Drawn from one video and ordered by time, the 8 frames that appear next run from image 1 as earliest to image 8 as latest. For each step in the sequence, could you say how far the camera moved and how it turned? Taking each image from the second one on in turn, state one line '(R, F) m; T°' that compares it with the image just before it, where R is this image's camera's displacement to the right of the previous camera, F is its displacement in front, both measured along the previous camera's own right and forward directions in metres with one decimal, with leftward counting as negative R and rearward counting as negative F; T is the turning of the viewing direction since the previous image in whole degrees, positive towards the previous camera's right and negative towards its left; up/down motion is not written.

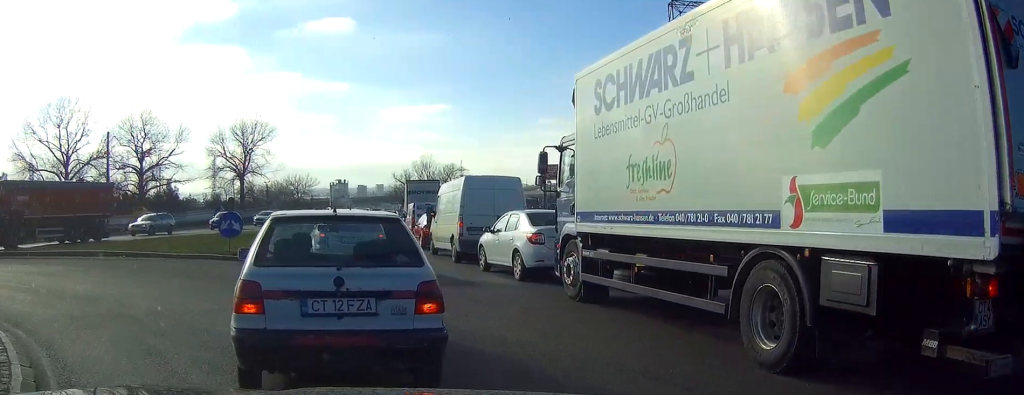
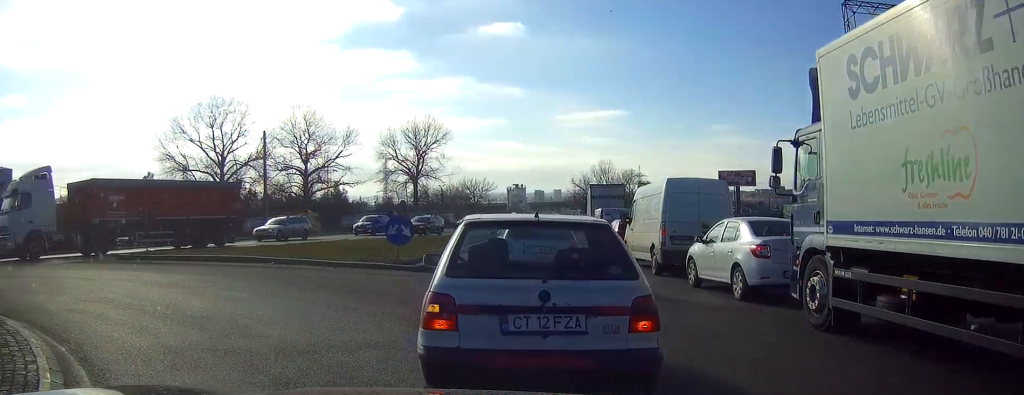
(0.0, +2.4) m; -8°
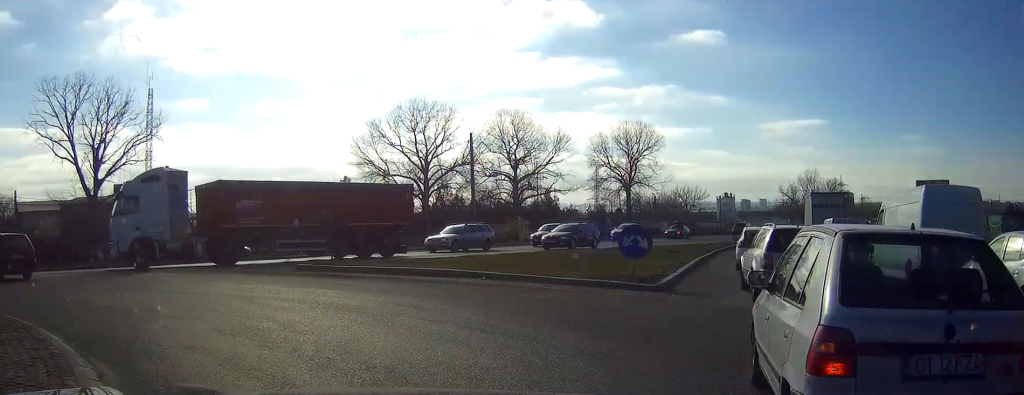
(-0.5, +3.0) m; -16°
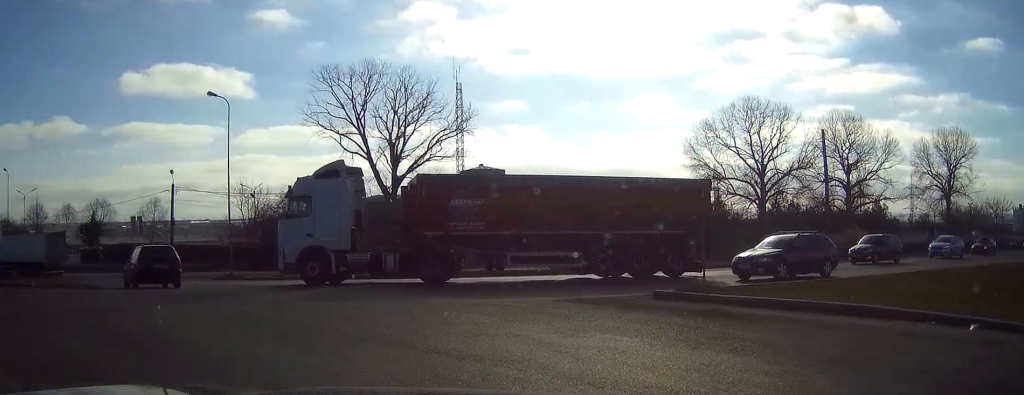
(-1.6, +6.2) m; -28°
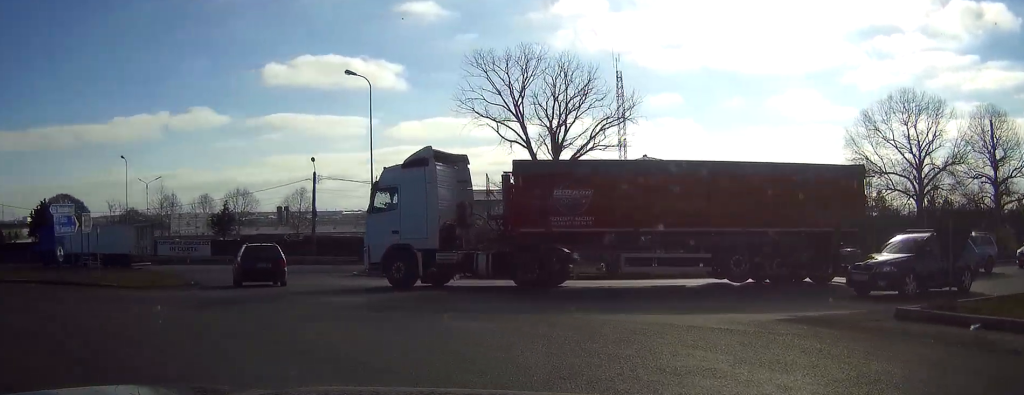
(-0.4, +3.7) m; -10°
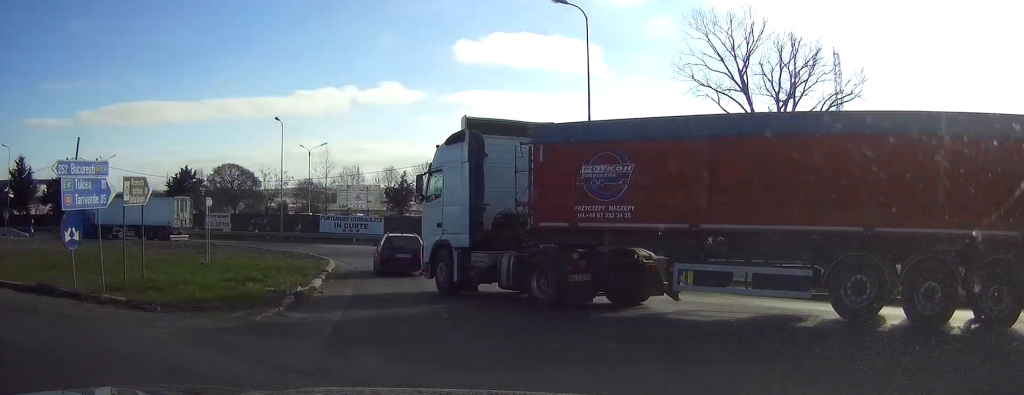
(-1.2, +9.5) m; -12°
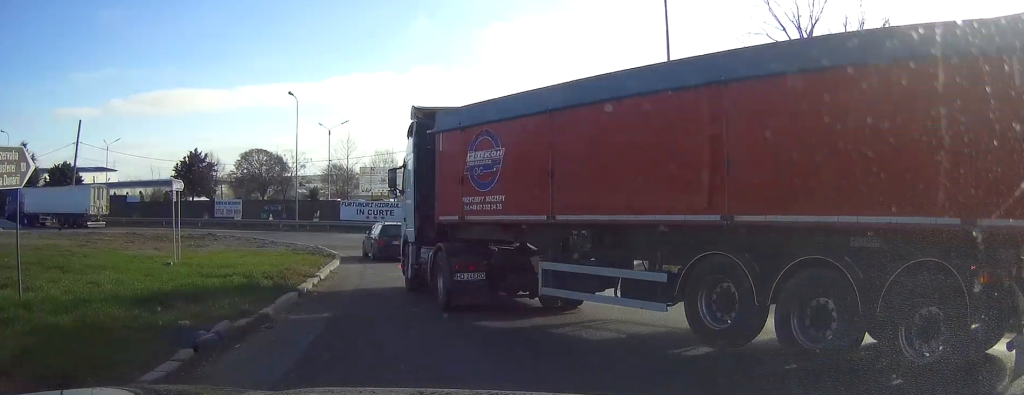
(-0.3, +6.8) m; -3°
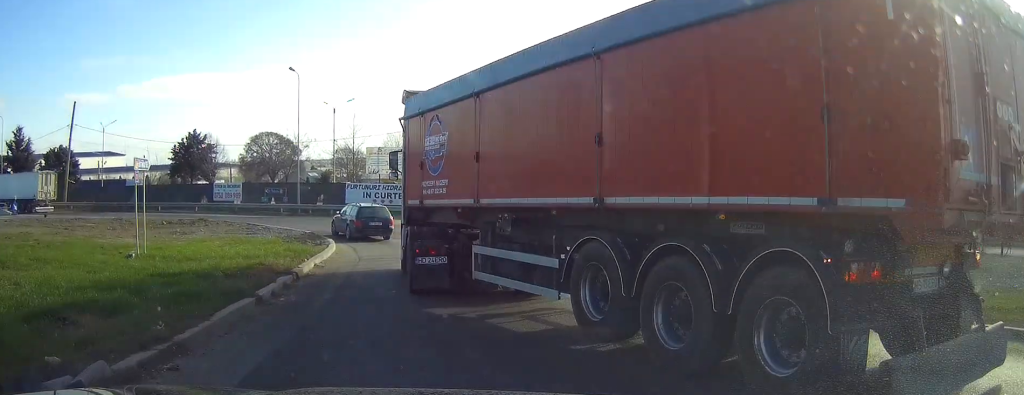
(0.0, +3.6) m; -2°
